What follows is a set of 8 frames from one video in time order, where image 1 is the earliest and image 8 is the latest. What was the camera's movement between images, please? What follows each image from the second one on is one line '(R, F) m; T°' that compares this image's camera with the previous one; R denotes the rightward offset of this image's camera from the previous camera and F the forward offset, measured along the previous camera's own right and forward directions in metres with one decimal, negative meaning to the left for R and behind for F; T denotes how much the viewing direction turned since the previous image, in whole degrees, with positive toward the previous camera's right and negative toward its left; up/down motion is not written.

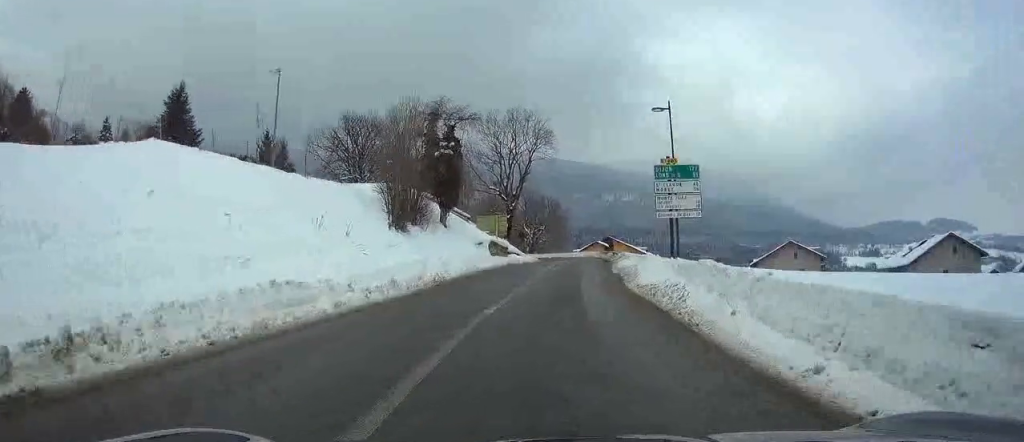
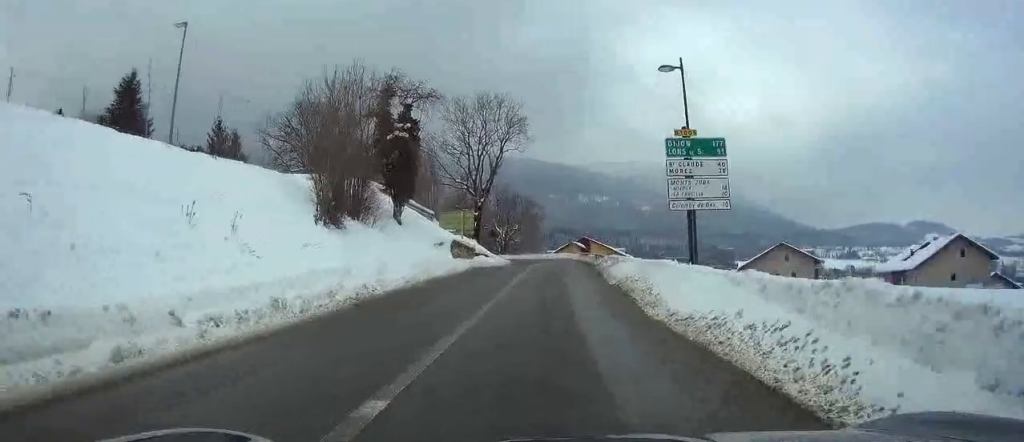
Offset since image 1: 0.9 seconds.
(+0.2, +7.5) m; +2°
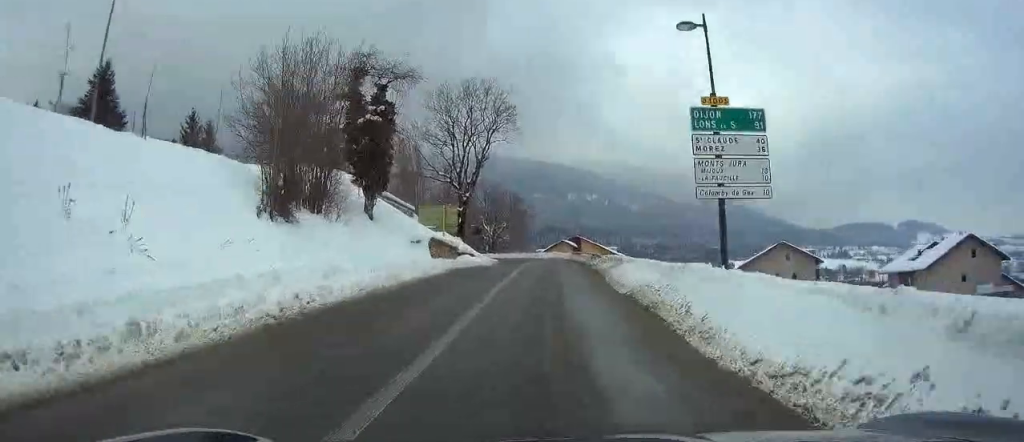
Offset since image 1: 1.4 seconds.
(0.0, +4.6) m; 0°
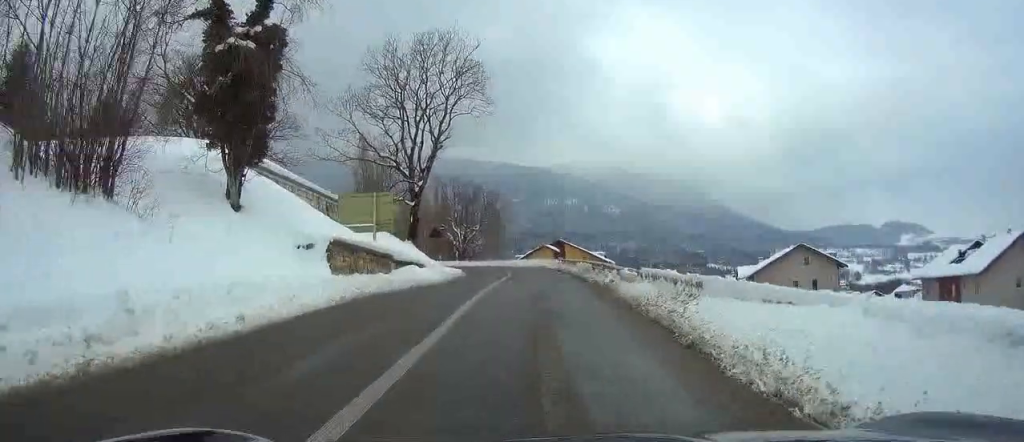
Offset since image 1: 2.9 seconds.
(0.0, +14.2) m; 0°
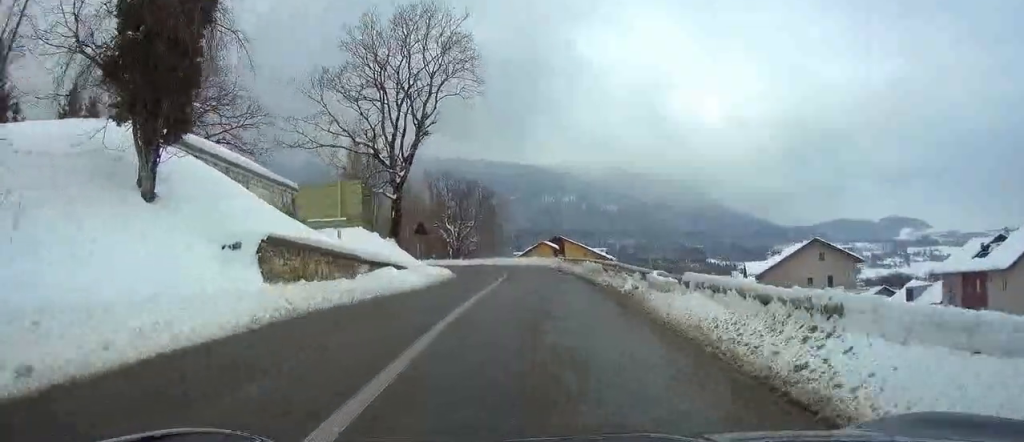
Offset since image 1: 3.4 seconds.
(0.0, +5.0) m; 0°
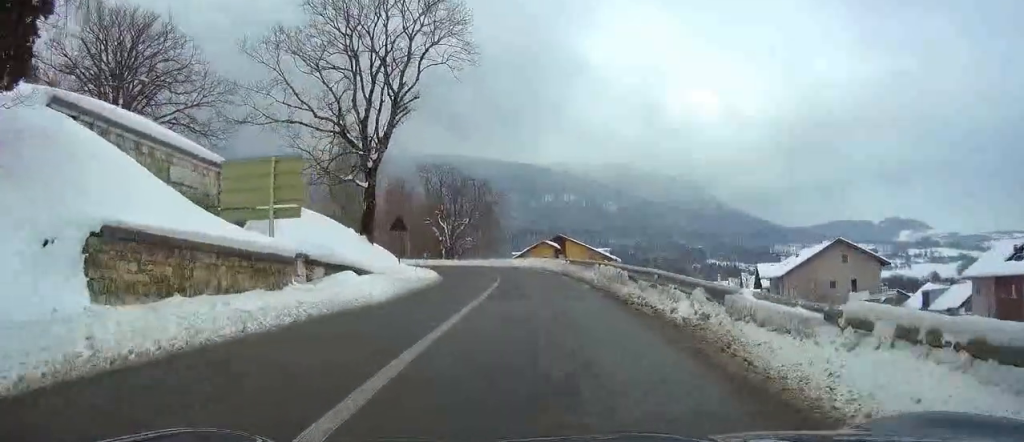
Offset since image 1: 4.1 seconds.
(0.0, +6.9) m; 0°
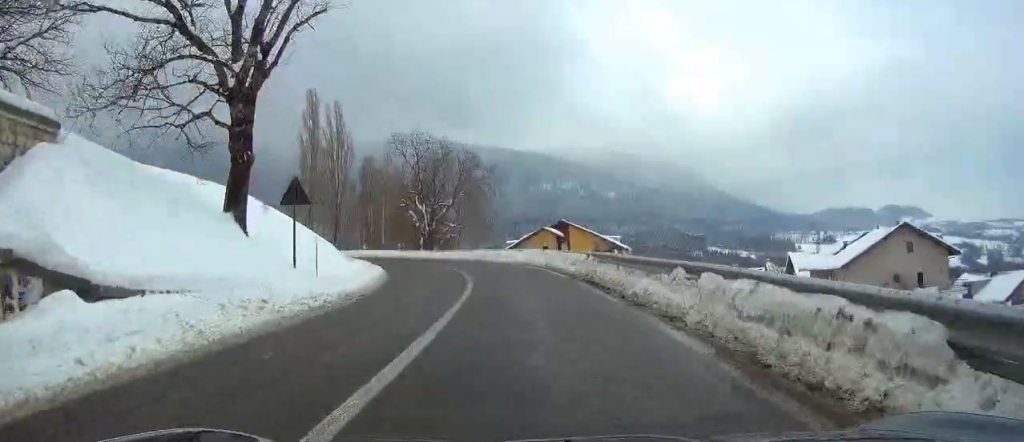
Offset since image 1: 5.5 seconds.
(0.0, +14.7) m; 0°
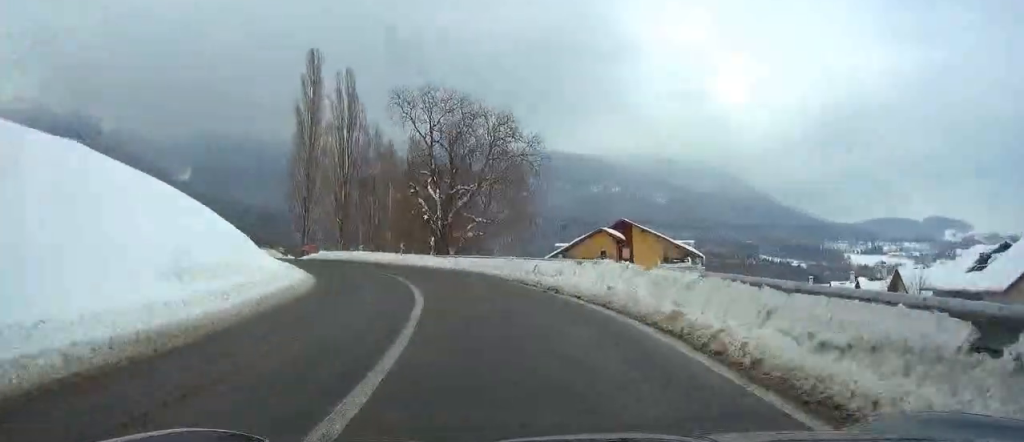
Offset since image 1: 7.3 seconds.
(0.0, +19.7) m; 0°
